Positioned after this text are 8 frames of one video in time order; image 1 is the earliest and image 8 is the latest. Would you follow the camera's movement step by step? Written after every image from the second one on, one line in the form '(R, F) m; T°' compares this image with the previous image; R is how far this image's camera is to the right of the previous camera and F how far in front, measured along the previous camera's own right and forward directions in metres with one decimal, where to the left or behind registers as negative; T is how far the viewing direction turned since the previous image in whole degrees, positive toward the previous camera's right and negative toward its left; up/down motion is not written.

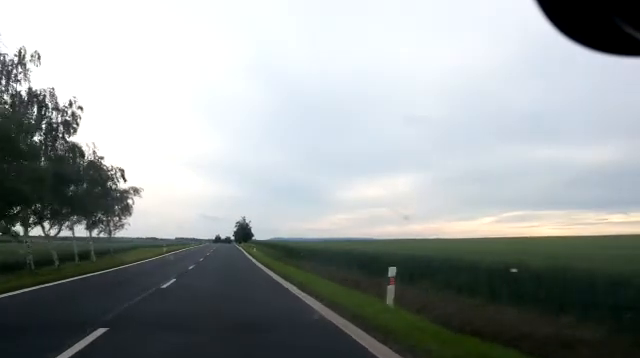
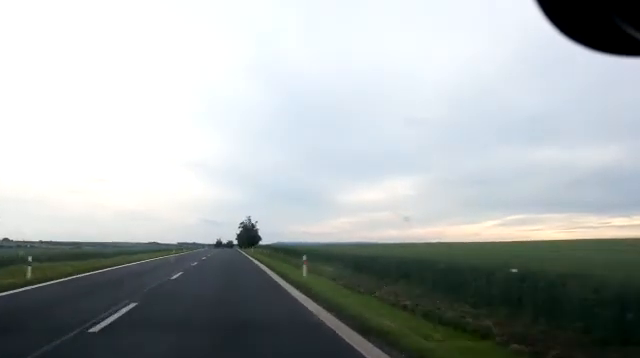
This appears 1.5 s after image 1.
(+0.2, +32.8) m; 0°
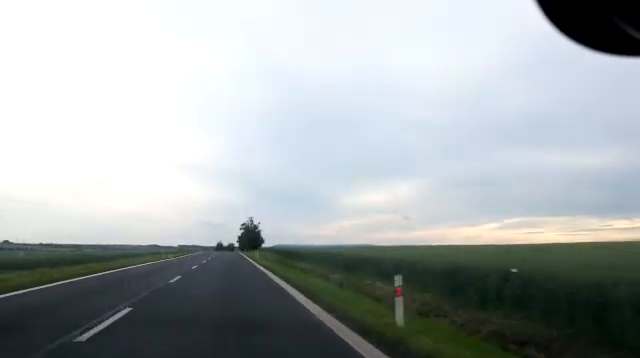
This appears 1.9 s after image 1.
(+0.1, +9.4) m; 0°
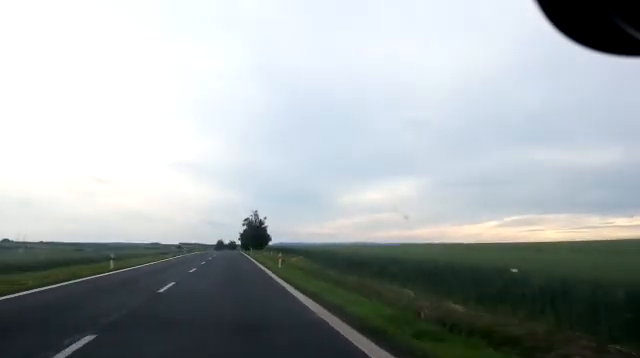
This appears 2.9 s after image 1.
(-0.3, +20.2) m; -1°
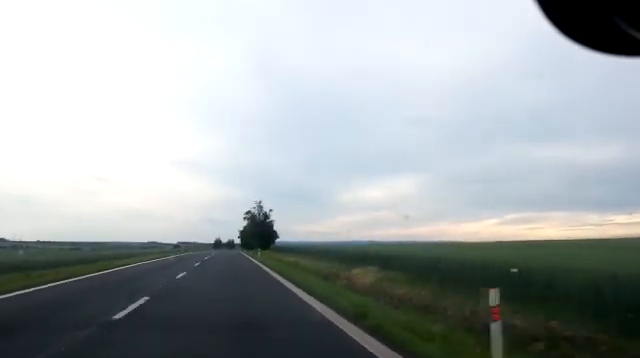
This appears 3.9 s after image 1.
(-0.1, +22.4) m; 0°
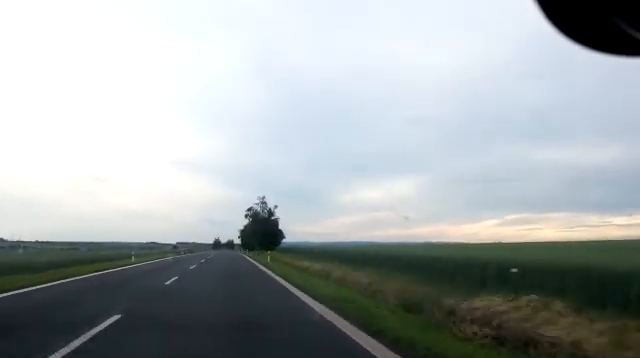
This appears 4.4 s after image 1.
(0.0, +11.6) m; +1°
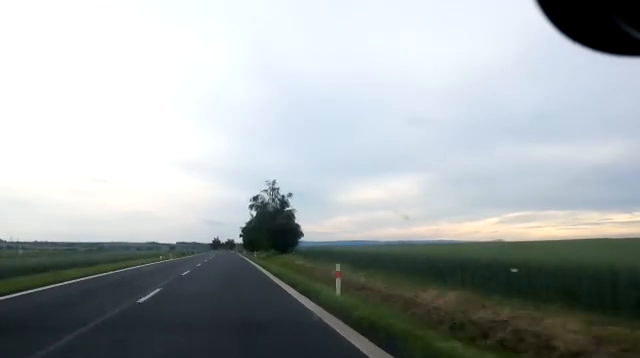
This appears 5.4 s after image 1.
(+0.2, +21.6) m; +1°
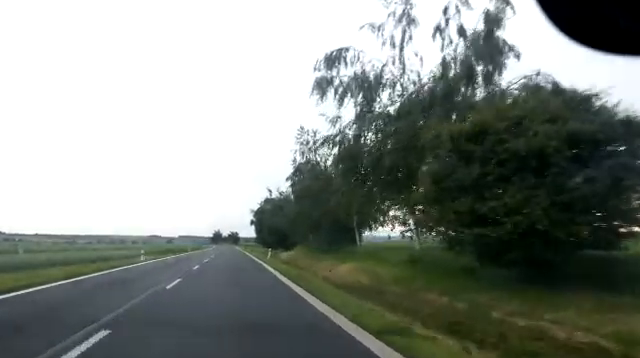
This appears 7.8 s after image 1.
(-0.5, +51.1) m; -1°
